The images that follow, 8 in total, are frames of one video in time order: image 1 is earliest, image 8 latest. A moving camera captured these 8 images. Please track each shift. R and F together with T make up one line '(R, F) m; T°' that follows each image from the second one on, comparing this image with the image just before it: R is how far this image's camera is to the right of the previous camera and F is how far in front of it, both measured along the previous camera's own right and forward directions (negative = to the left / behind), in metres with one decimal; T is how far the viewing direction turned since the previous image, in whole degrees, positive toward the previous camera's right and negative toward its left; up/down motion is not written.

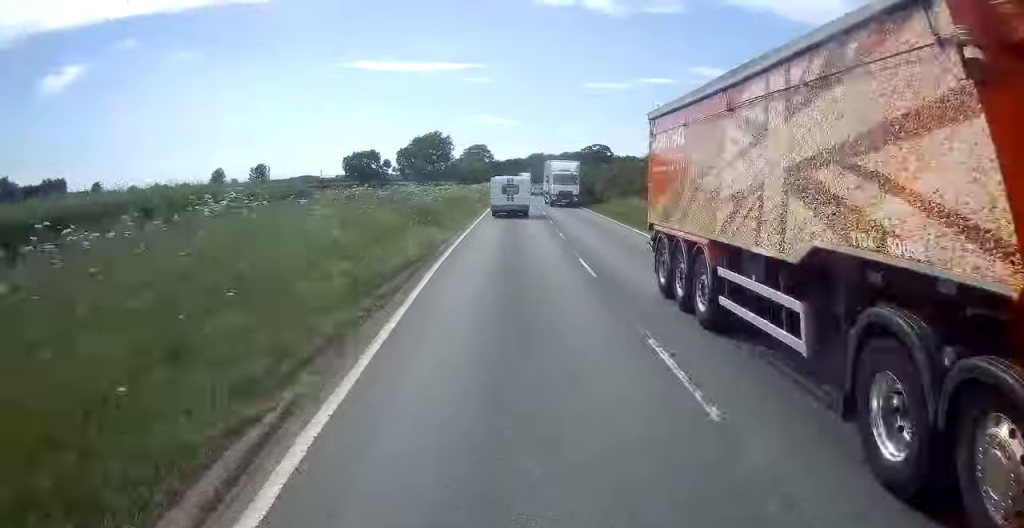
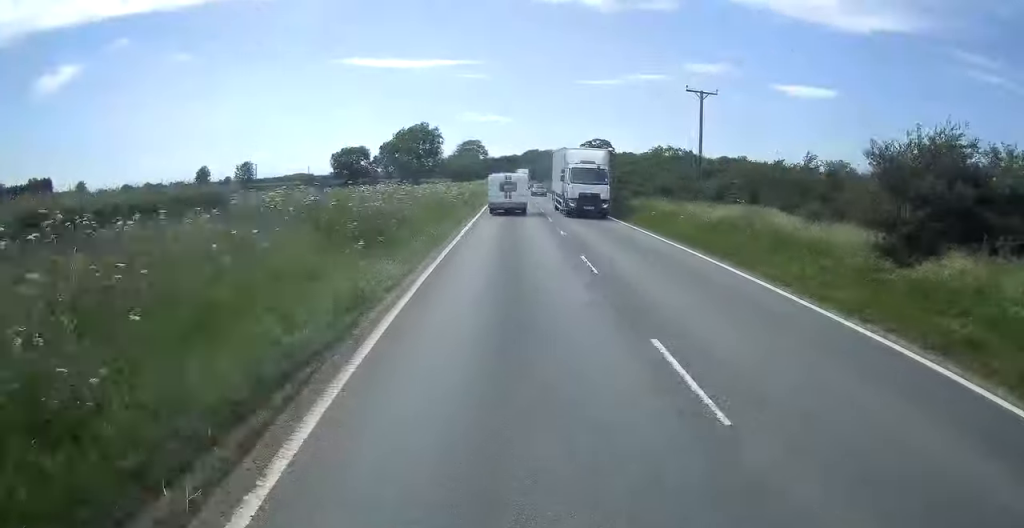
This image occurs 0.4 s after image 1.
(0.0, +9.2) m; 0°
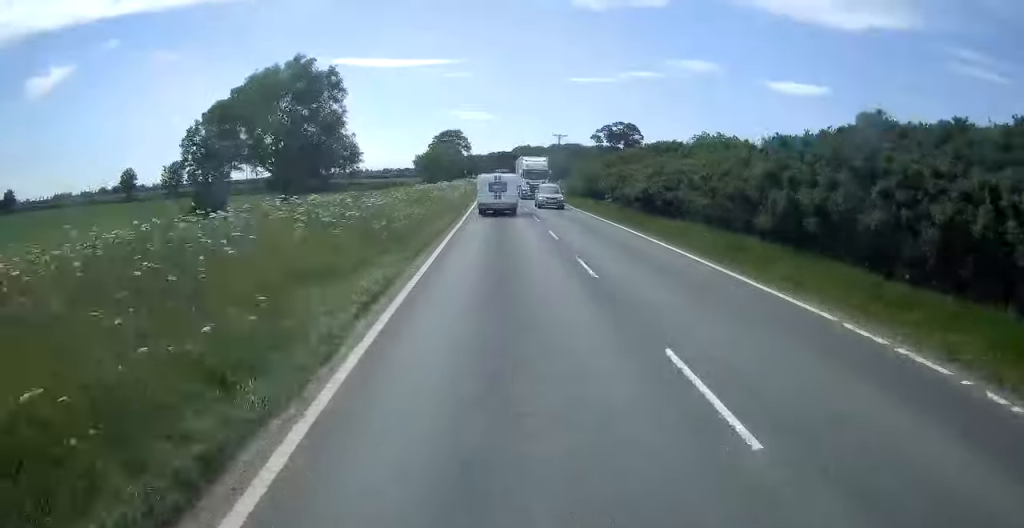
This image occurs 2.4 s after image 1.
(+1.5, +45.2) m; +2°
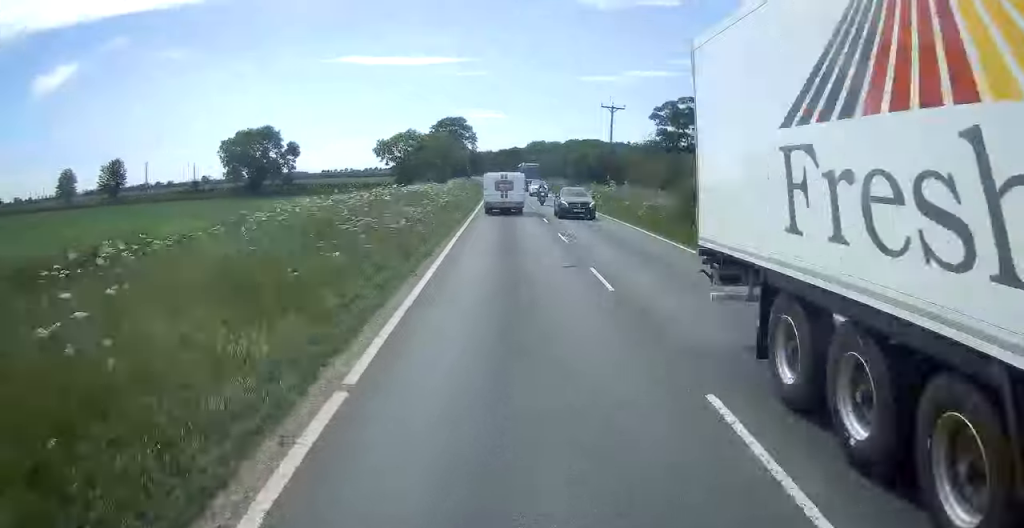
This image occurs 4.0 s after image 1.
(-0.3, +37.6) m; 0°
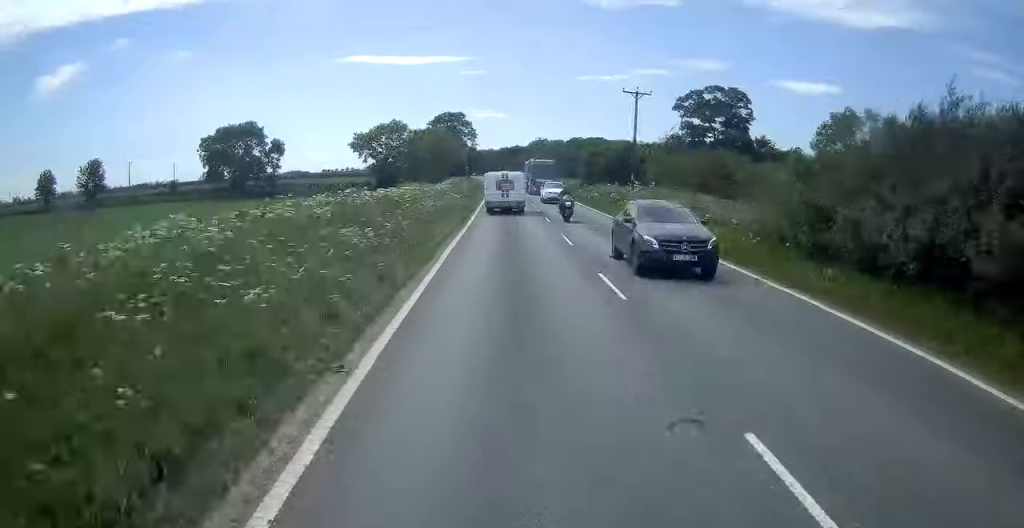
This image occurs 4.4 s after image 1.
(+0.4, +10.0) m; 0°
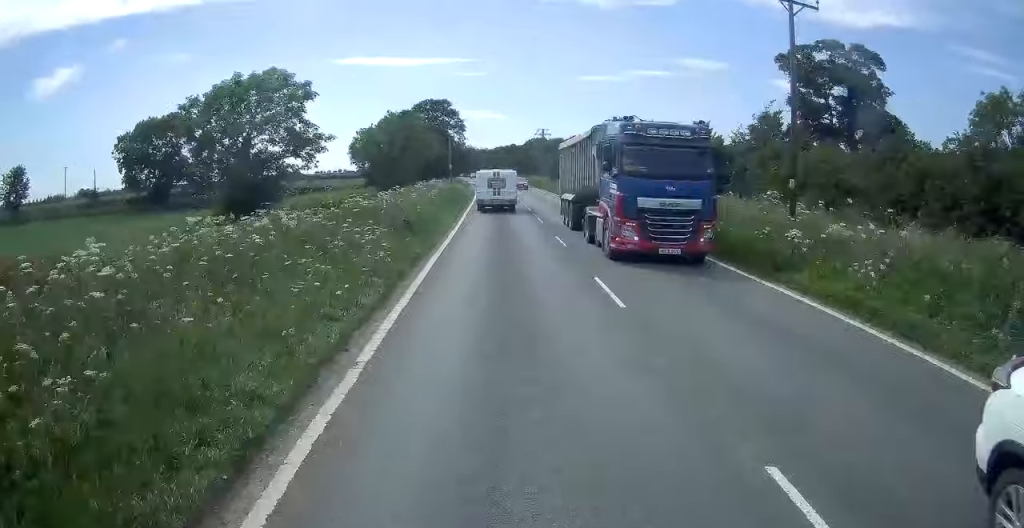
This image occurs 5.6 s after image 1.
(-0.9, +27.6) m; -2°
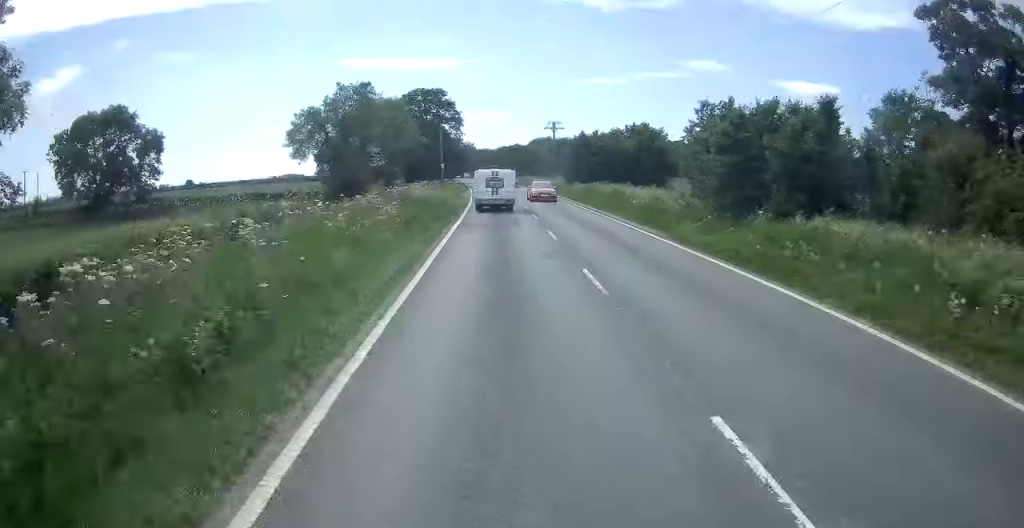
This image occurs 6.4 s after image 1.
(0.0, +16.9) m; 0°
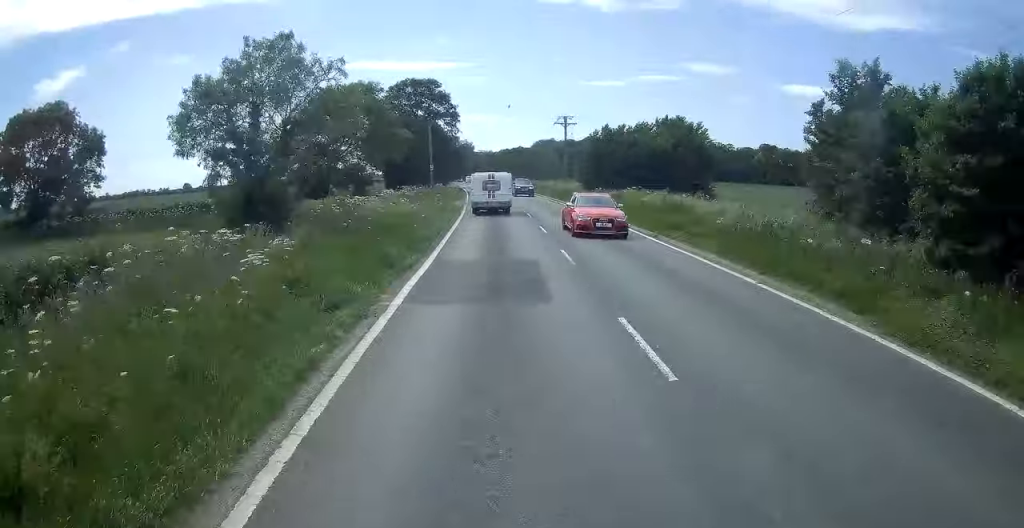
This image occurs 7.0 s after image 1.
(0.0, +13.8) m; 0°
